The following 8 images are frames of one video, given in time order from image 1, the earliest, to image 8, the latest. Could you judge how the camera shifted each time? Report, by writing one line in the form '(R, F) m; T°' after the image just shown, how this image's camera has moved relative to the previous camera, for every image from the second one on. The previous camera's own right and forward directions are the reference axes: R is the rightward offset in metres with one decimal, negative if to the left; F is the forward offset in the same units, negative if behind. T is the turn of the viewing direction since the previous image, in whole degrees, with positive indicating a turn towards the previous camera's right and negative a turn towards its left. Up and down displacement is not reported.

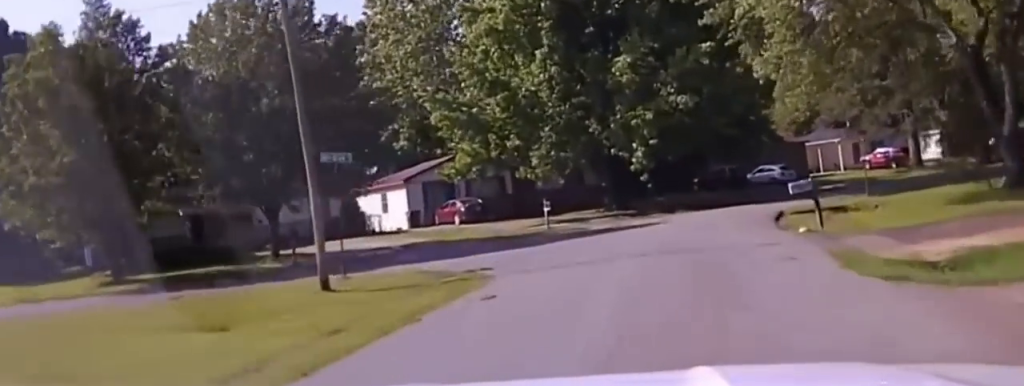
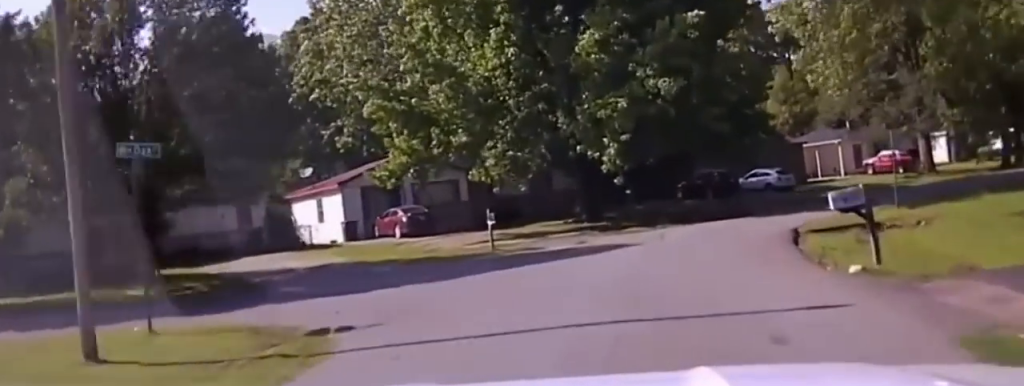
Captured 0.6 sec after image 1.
(+0.3, +7.1) m; +3°
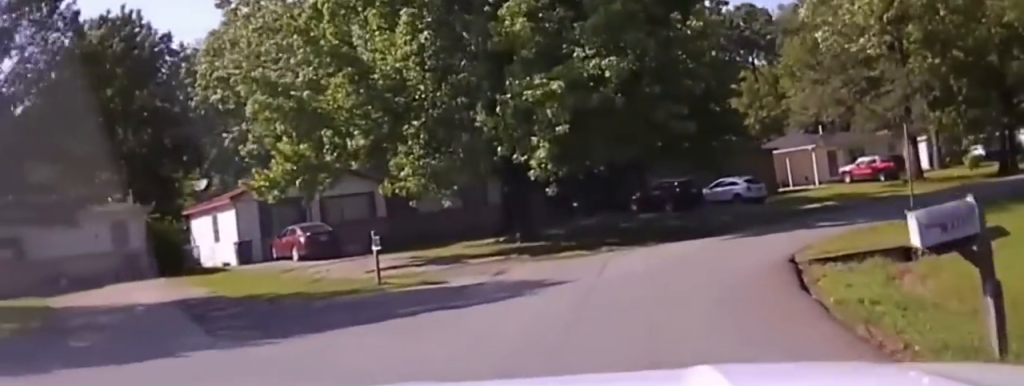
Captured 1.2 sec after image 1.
(+0.2, +6.6) m; +2°
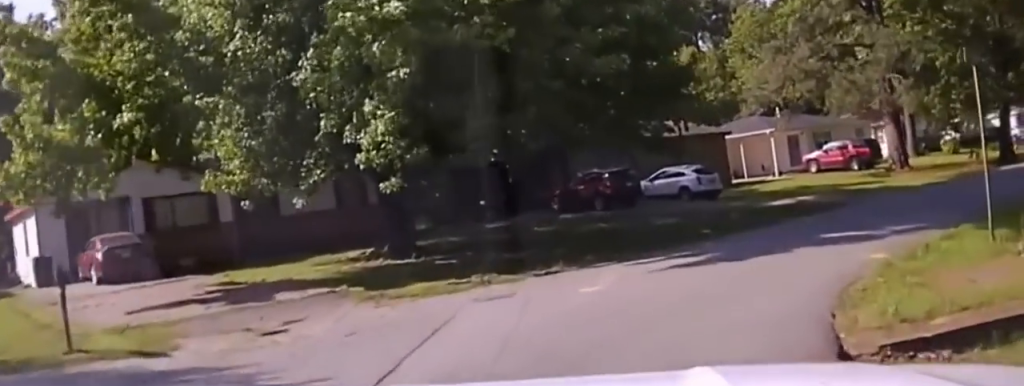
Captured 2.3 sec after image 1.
(+0.2, +7.7) m; -5°
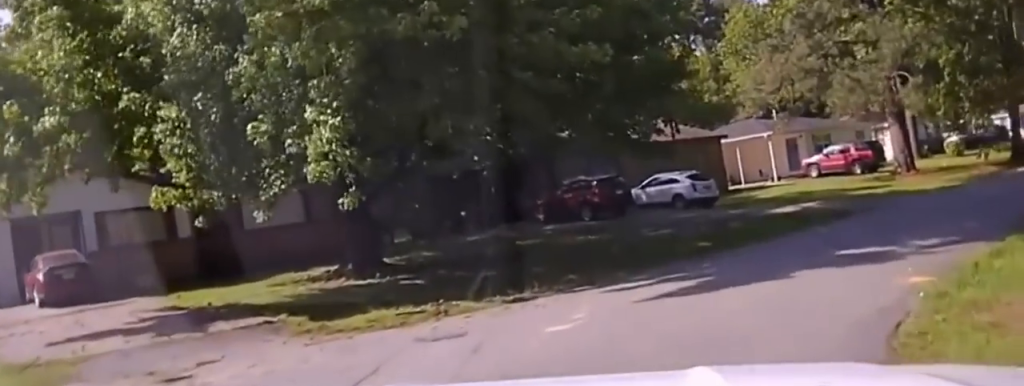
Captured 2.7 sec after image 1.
(-0.1, +2.4) m; -7°
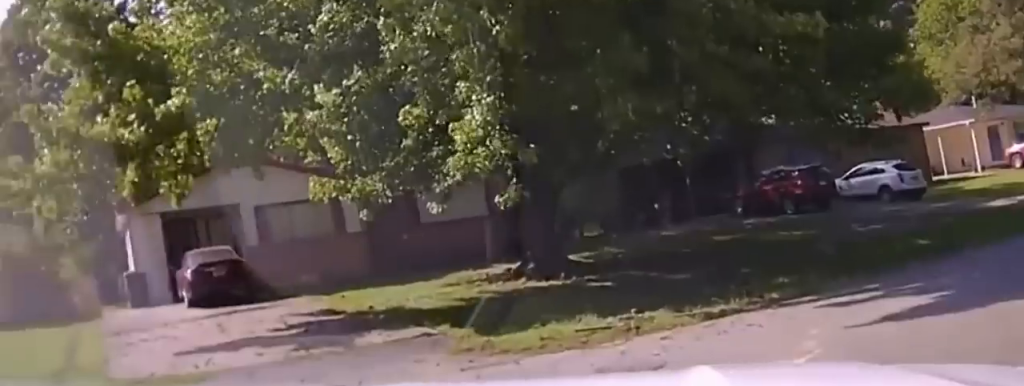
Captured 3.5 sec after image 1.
(-0.3, +2.3) m; -40°
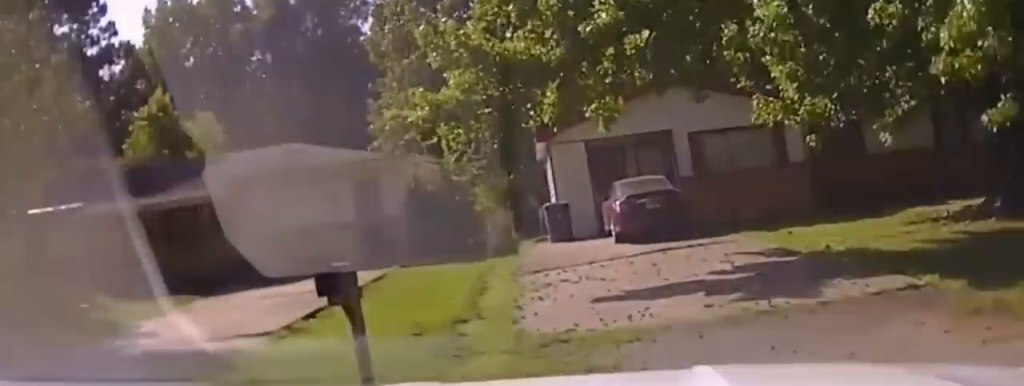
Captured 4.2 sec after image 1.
(-0.3, +1.2) m; -48°
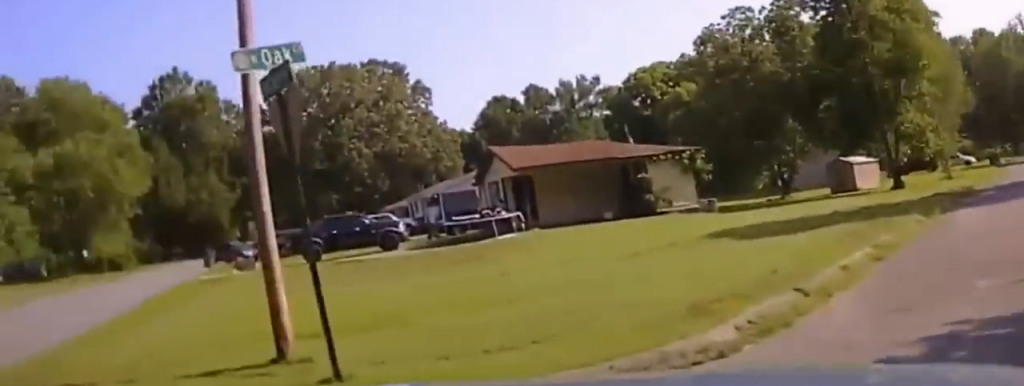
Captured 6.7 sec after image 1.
(-5.0, +7.4) m; -73°
